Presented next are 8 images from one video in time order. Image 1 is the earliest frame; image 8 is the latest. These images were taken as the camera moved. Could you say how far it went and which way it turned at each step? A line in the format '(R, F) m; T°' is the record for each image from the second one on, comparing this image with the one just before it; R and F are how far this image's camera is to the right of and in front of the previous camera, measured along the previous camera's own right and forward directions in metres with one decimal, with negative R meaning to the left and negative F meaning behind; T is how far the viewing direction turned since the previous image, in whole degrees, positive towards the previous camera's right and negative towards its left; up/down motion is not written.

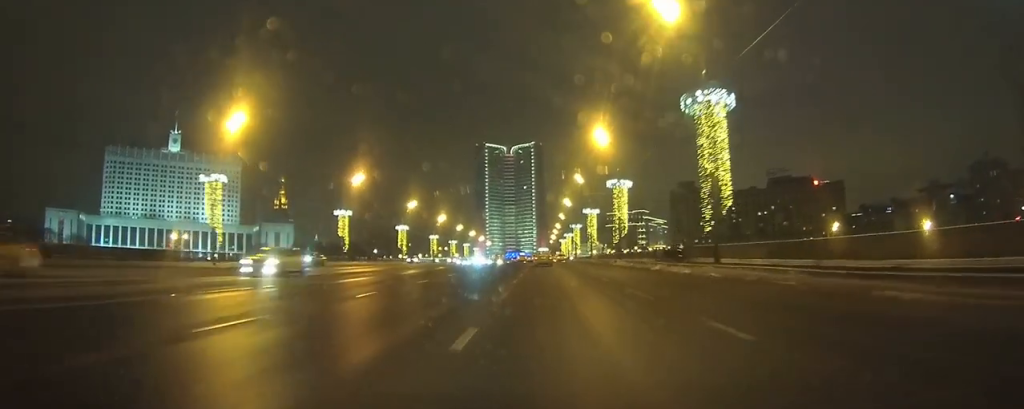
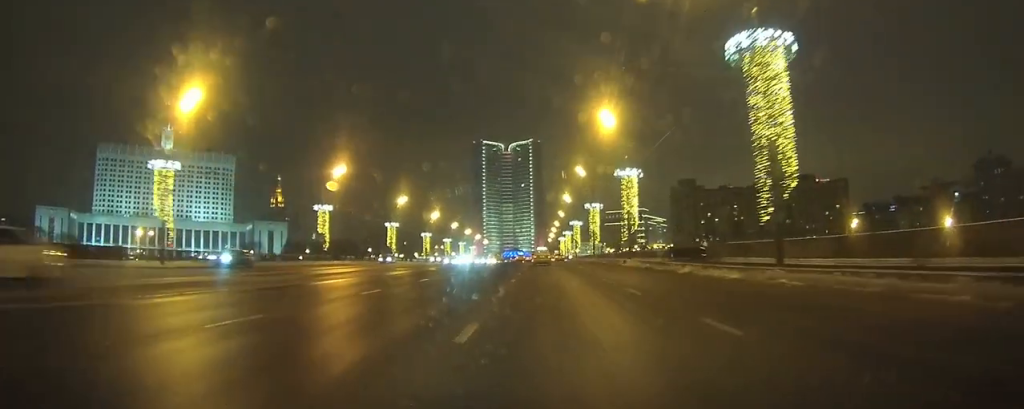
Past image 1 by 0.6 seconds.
(-0.1, +8.1) m; 0°
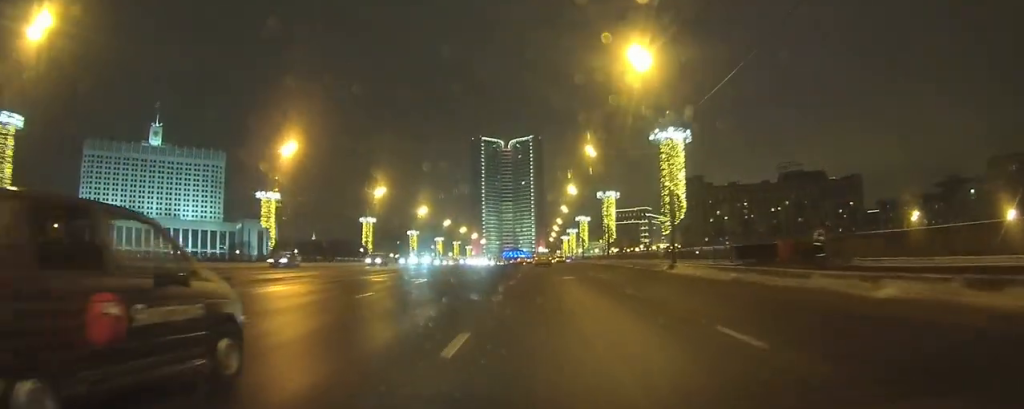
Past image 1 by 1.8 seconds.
(+0.2, +18.2) m; +1°
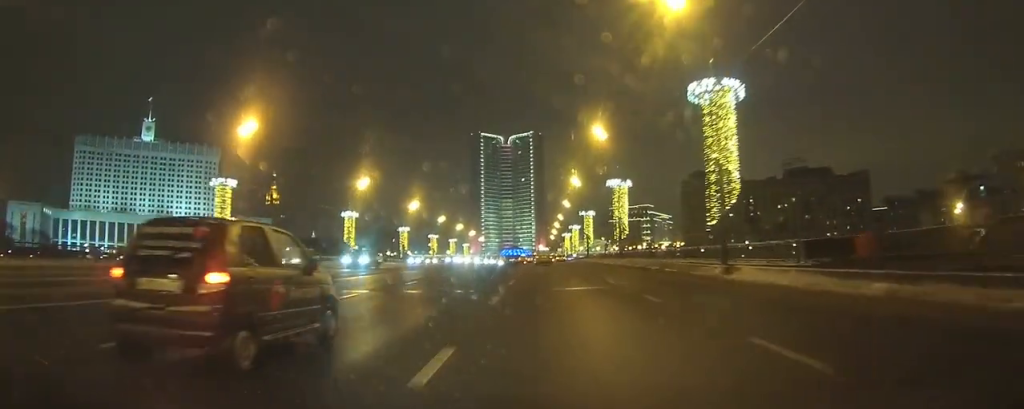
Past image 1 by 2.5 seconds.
(0.0, +10.2) m; 0°
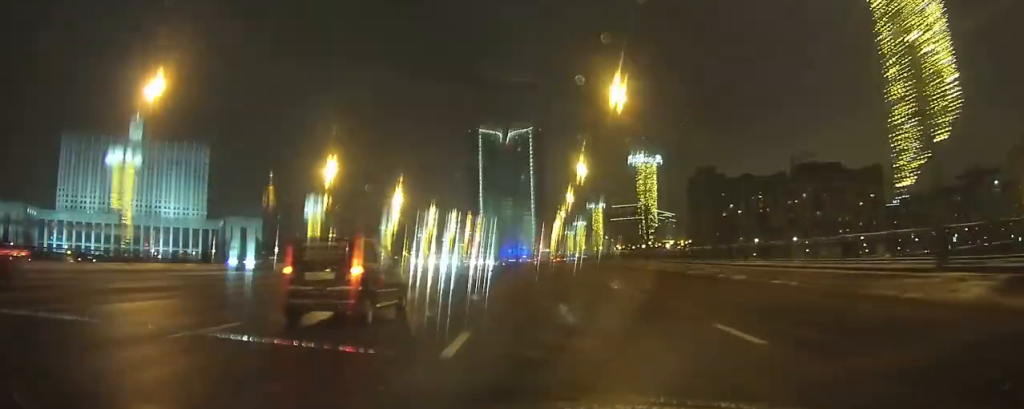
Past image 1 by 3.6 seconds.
(0.0, +15.3) m; 0°
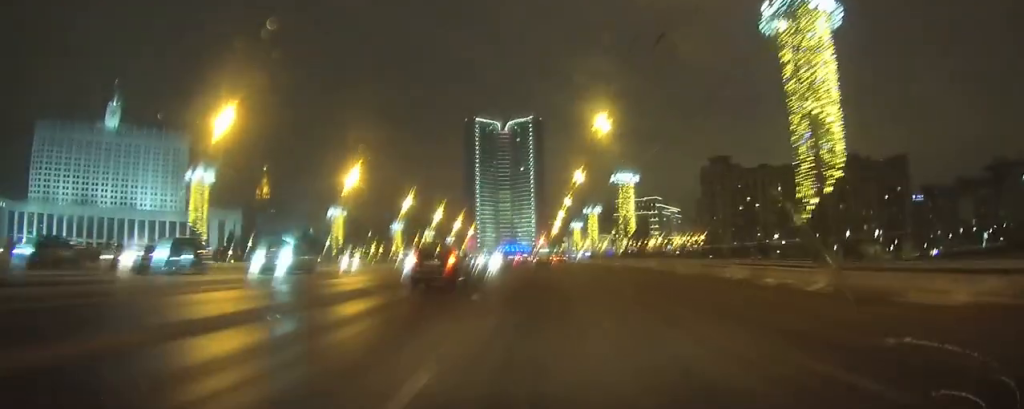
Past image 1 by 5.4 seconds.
(+0.1, +28.4) m; 0°
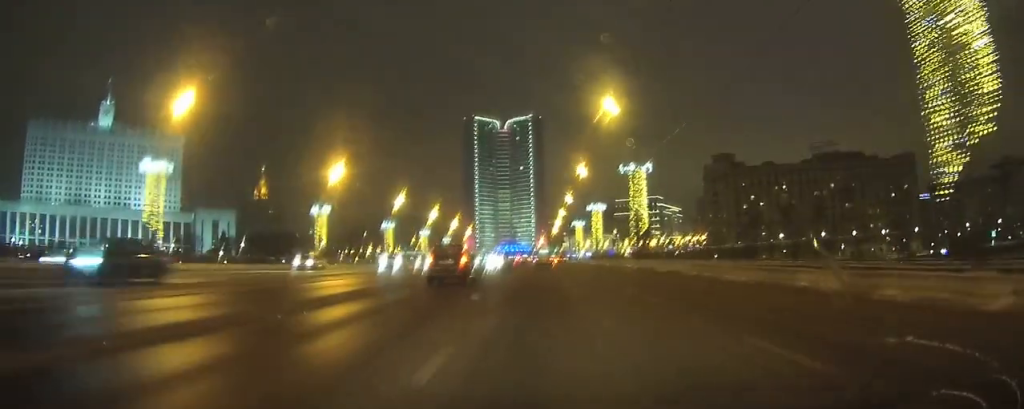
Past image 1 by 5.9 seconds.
(0.0, +6.6) m; 0°
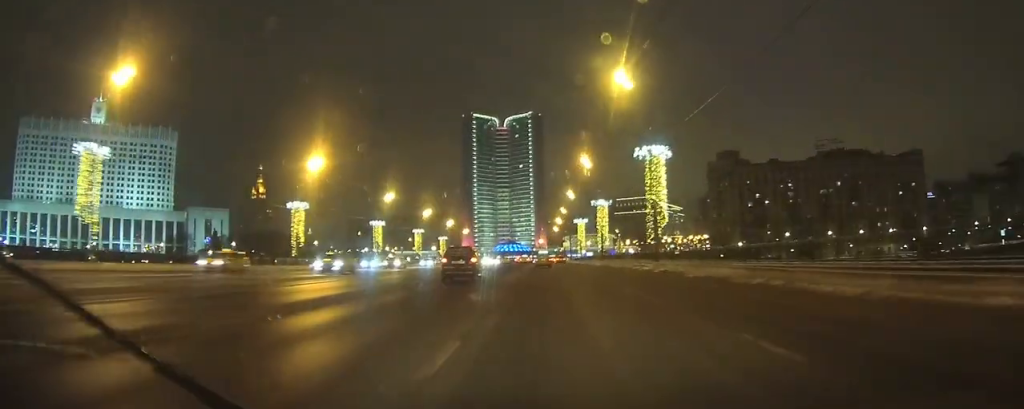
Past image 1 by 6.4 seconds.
(0.0, +7.2) m; 0°
